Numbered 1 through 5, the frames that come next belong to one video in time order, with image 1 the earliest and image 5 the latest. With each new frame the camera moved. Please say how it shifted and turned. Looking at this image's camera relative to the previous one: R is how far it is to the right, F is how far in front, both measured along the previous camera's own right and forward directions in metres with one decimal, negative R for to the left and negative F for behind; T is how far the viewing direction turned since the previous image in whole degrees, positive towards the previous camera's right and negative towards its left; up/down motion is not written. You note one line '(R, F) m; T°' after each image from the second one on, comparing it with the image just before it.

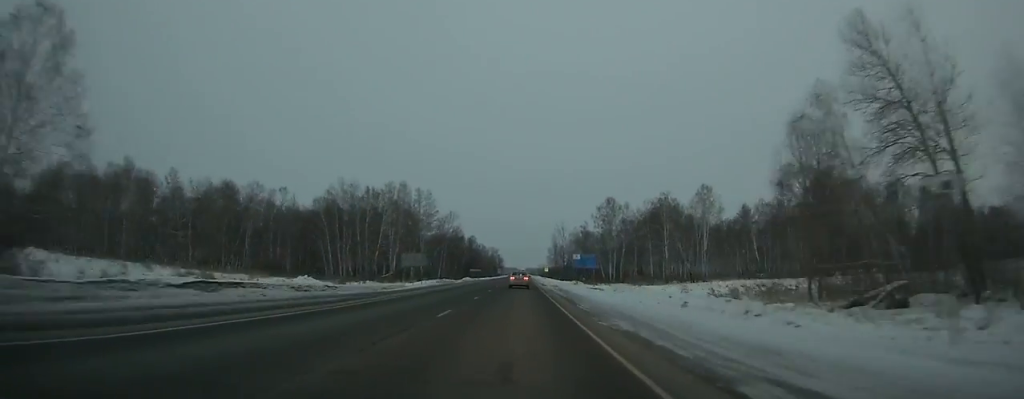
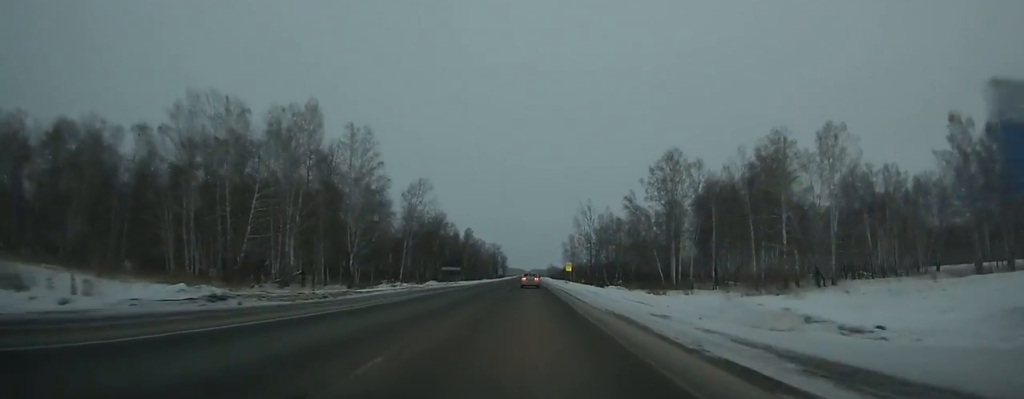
(-0.3, +58.9) m; 0°
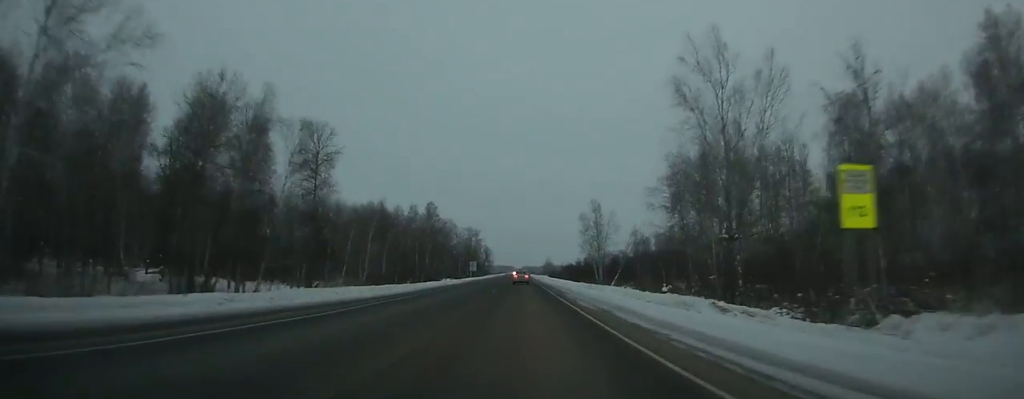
(+0.7, +90.1) m; +1°
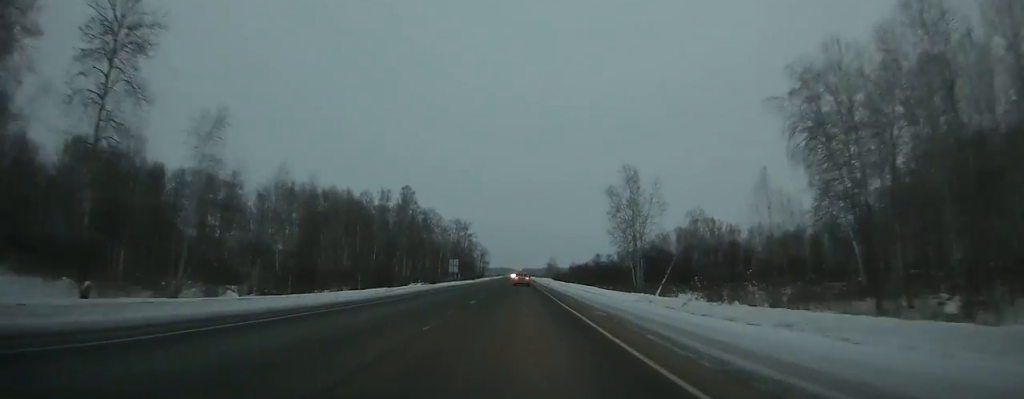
(+0.1, +37.2) m; 0°
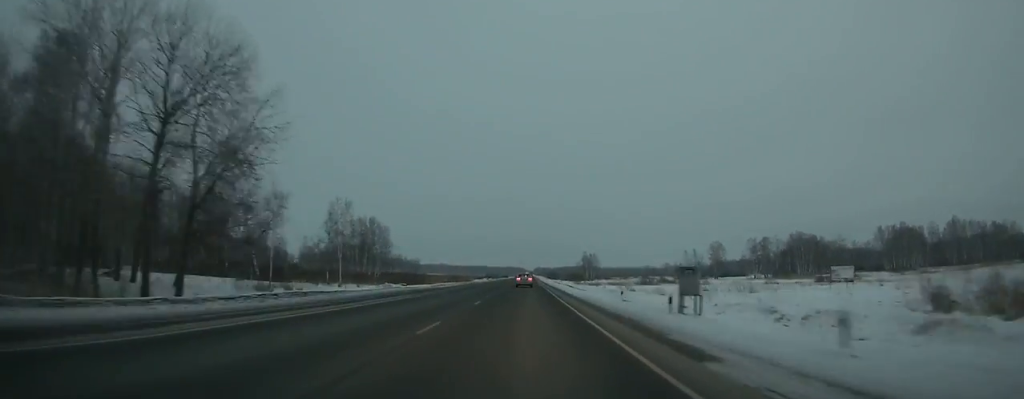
(-1.9, +266.7) m; -1°
